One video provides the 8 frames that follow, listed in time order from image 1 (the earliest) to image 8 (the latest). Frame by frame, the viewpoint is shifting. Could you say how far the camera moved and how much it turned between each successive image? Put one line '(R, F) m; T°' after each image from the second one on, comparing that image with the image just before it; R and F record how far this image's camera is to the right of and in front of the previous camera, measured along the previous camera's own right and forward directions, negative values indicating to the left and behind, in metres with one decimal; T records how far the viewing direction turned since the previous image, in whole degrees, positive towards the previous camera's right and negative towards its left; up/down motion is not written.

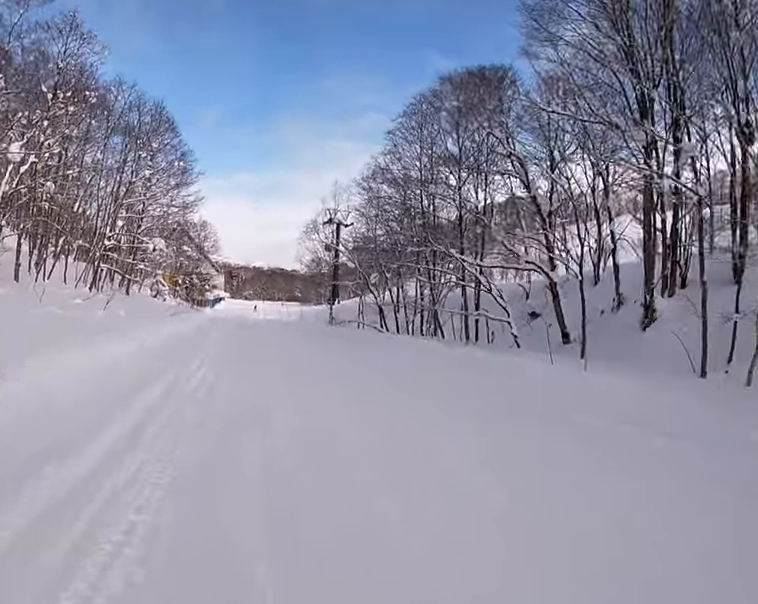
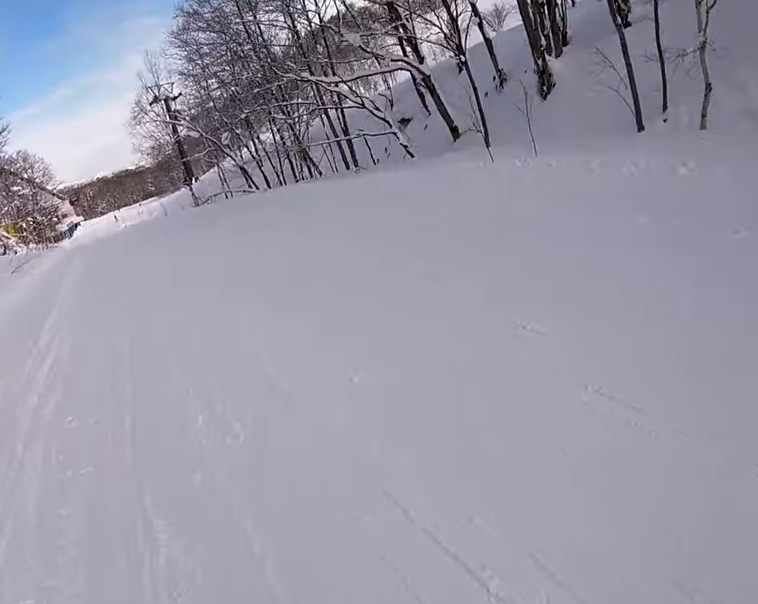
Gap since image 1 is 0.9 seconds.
(0.0, +3.6) m; +1°
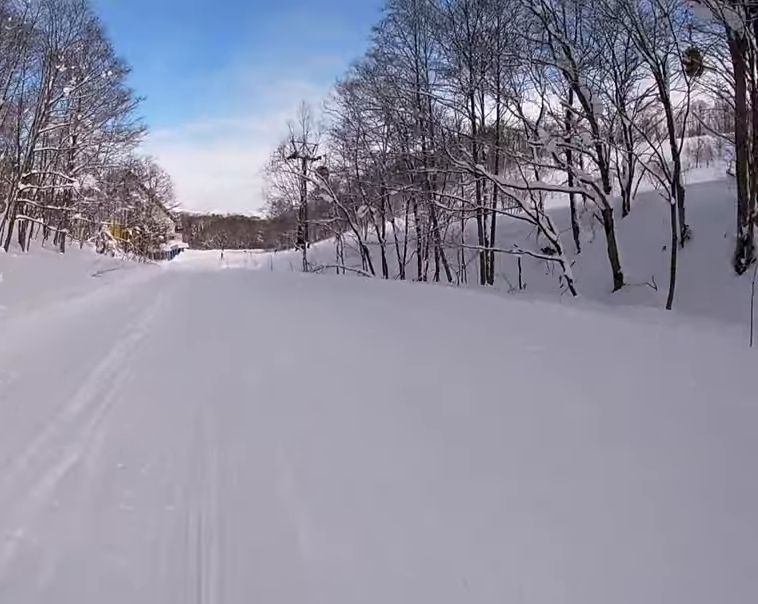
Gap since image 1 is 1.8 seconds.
(0.0, +3.7) m; +5°
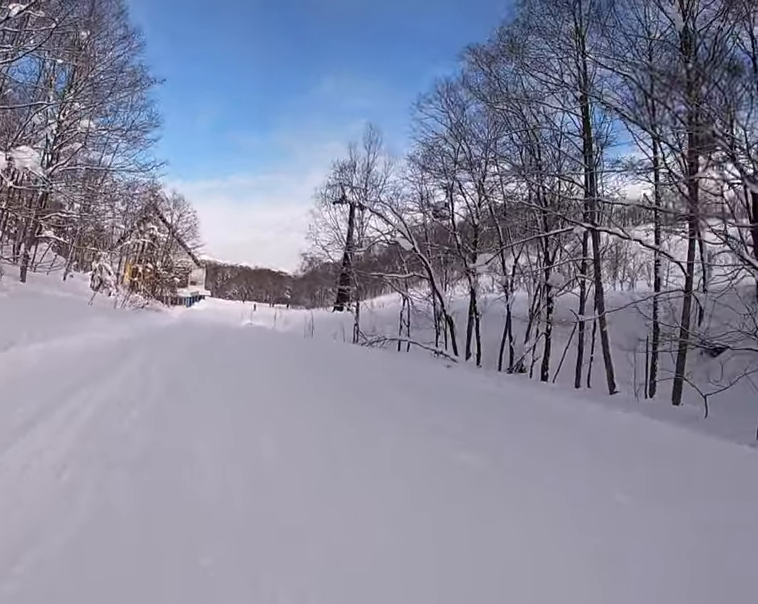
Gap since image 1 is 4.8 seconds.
(+0.5, +12.8) m; -9°
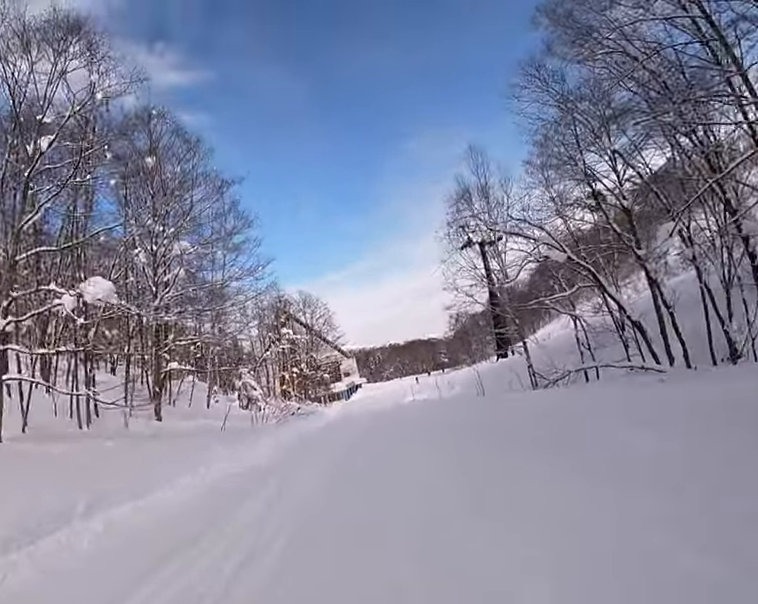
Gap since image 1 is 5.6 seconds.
(-0.1, +3.5) m; -6°
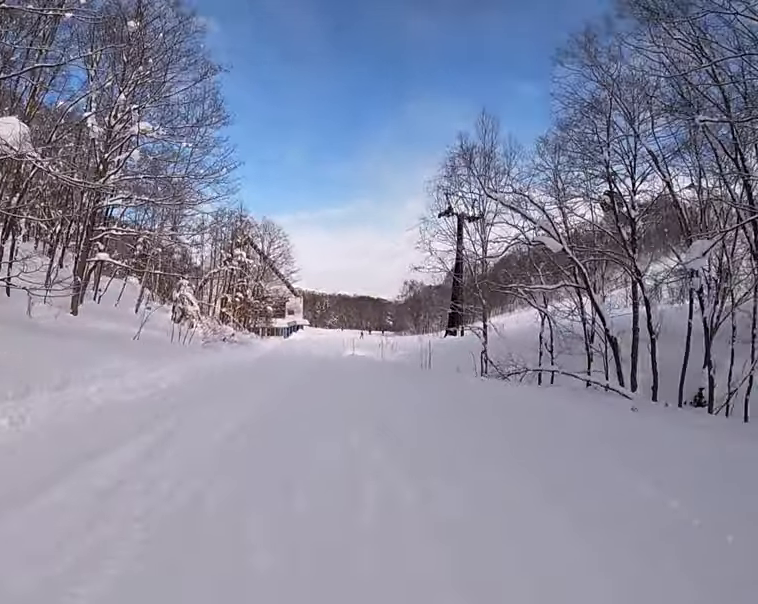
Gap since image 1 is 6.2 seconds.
(-0.3, +2.8) m; 0°
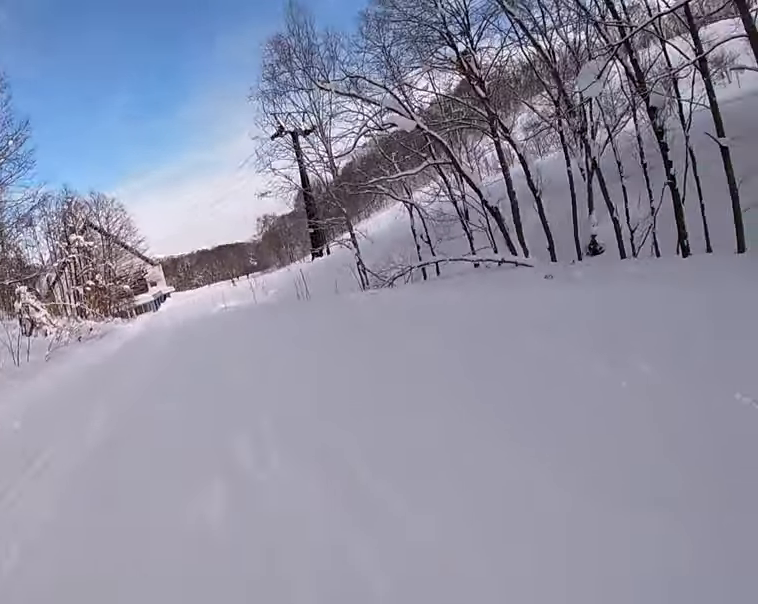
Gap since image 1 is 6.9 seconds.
(+0.1, +3.1) m; +4°
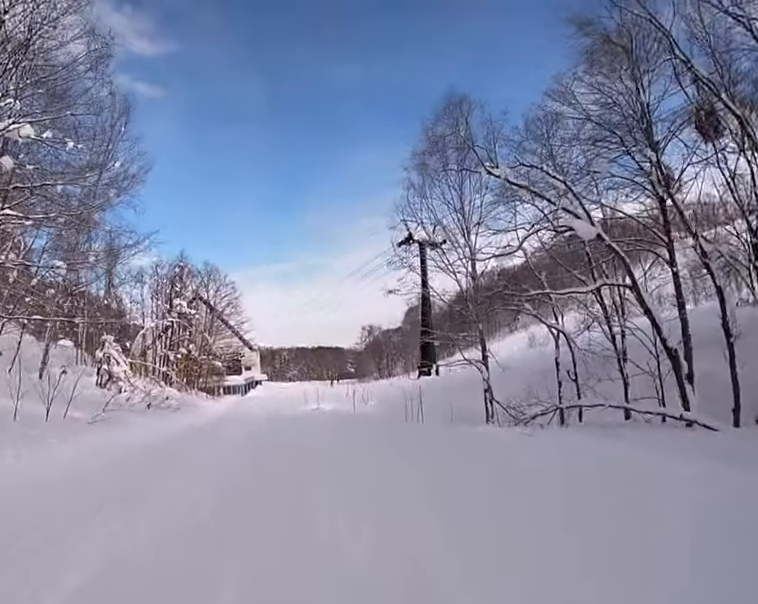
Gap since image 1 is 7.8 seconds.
(+0.3, +3.9) m; +4°
